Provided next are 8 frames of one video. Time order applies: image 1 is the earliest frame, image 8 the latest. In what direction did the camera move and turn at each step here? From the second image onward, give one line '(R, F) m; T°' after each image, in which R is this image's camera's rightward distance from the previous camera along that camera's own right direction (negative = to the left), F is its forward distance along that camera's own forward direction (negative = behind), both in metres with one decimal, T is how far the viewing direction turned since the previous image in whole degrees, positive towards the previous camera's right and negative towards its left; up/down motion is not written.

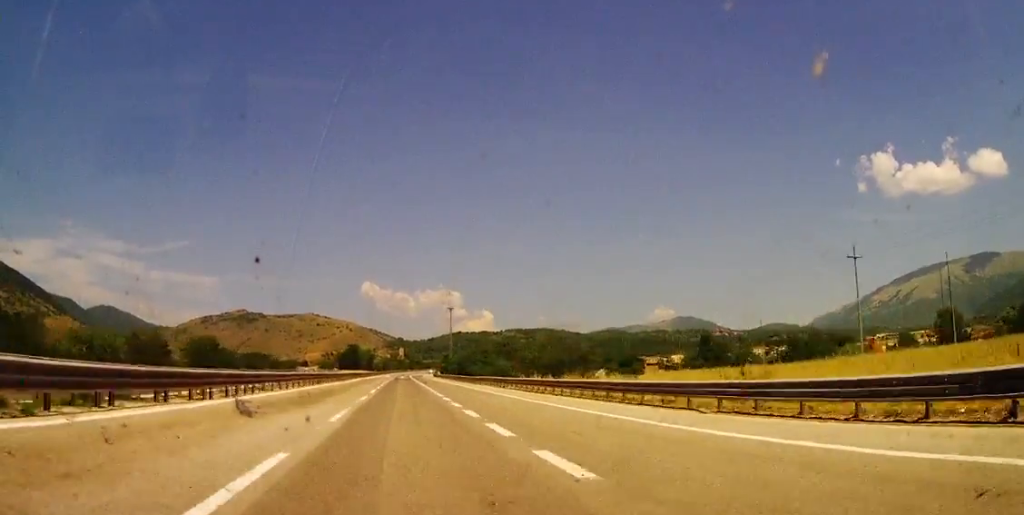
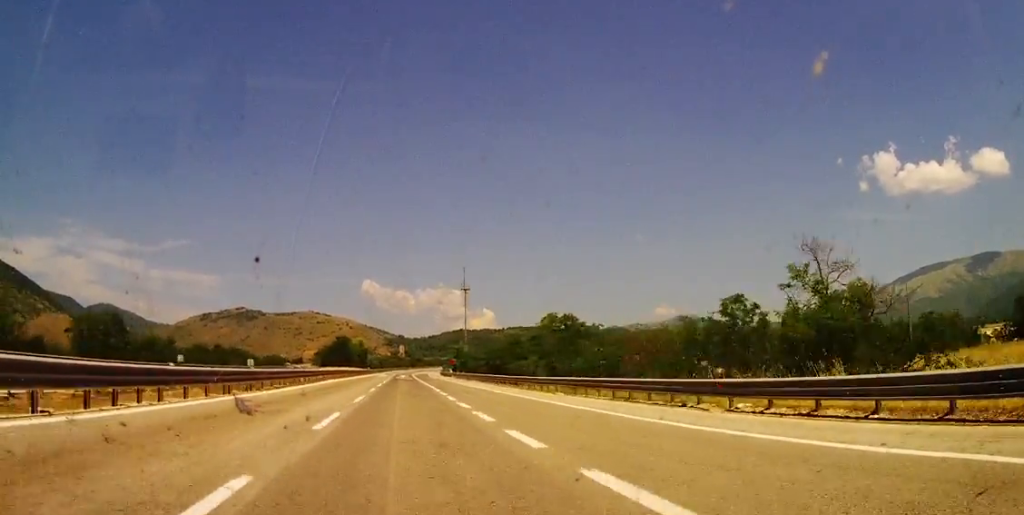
(0.0, +38.7) m; 0°
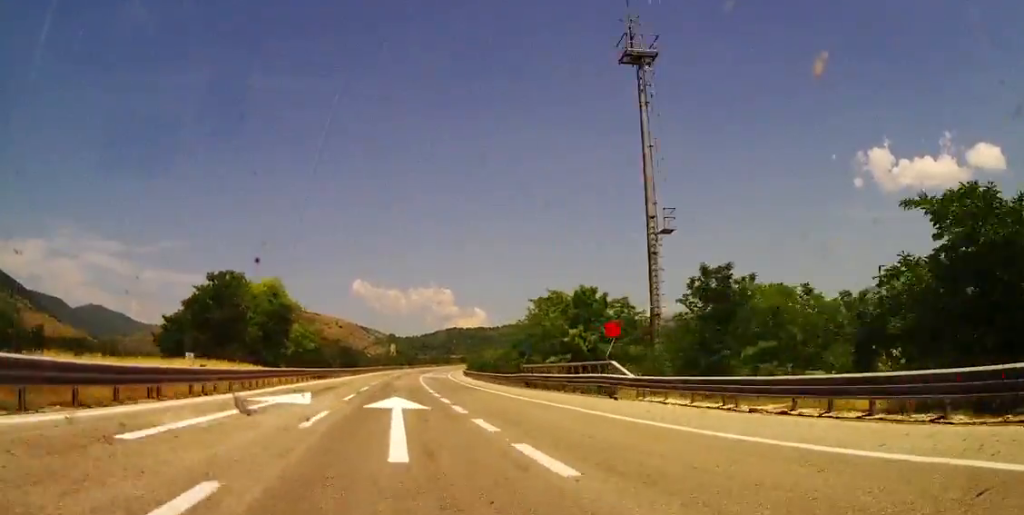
(+0.6, +105.6) m; 0°
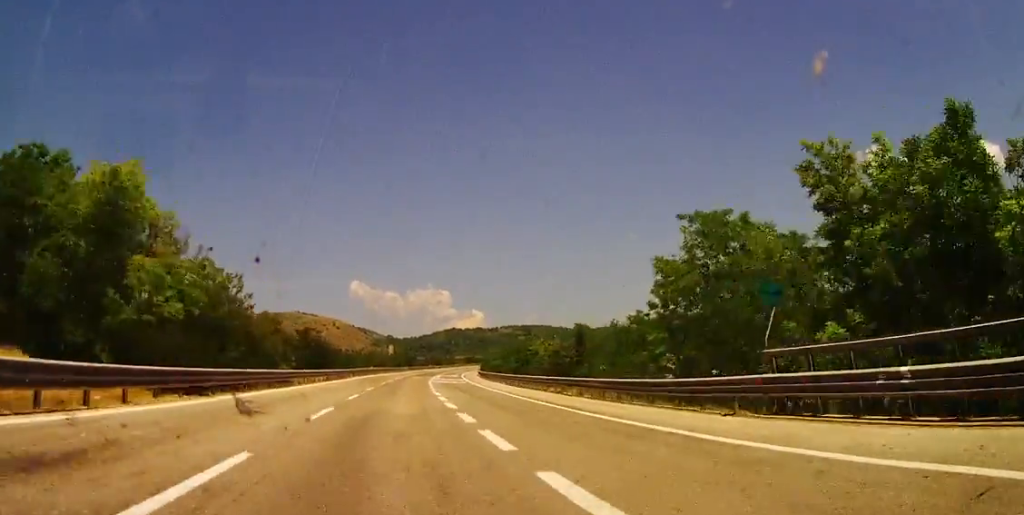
(-0.1, +32.8) m; 0°
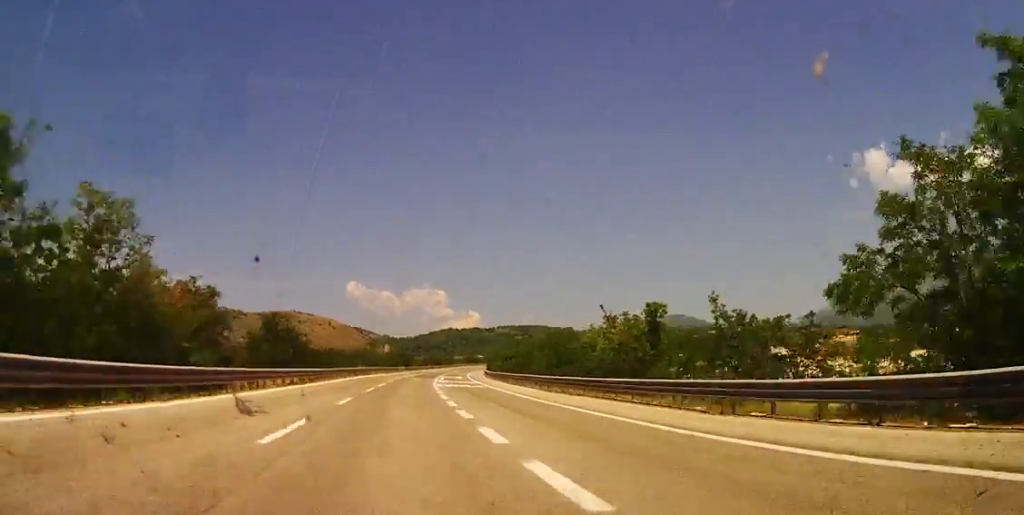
(-0.1, +17.0) m; 0°
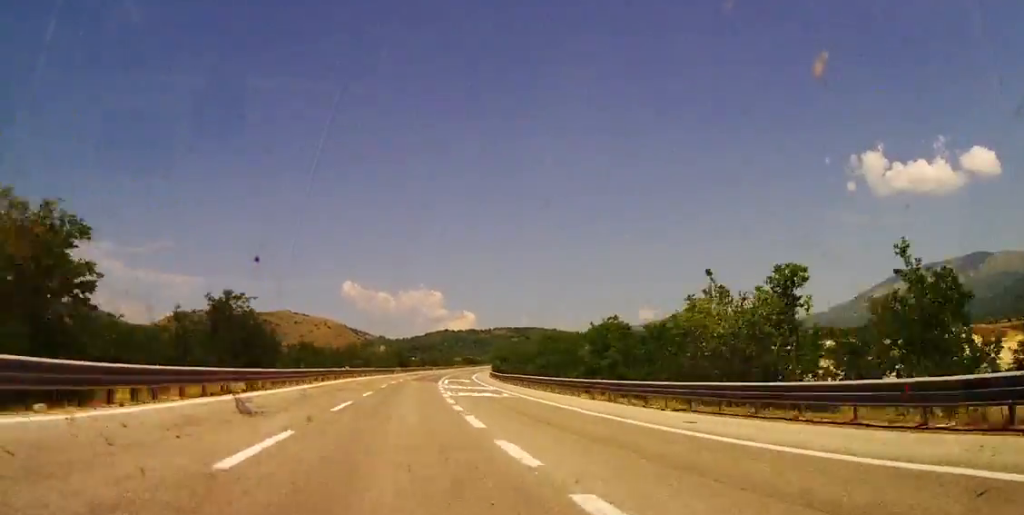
(+0.1, +14.6) m; 0°
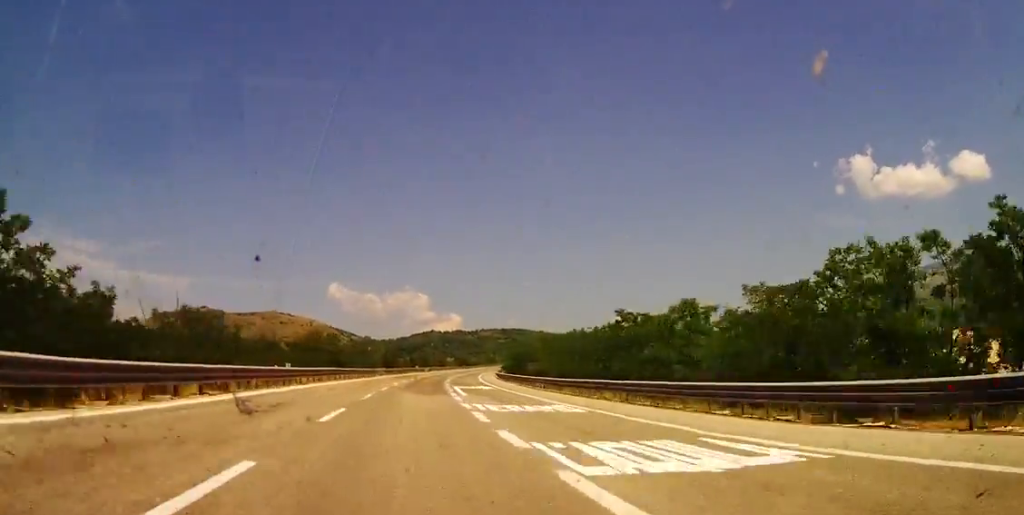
(+0.2, +28.0) m; +1°
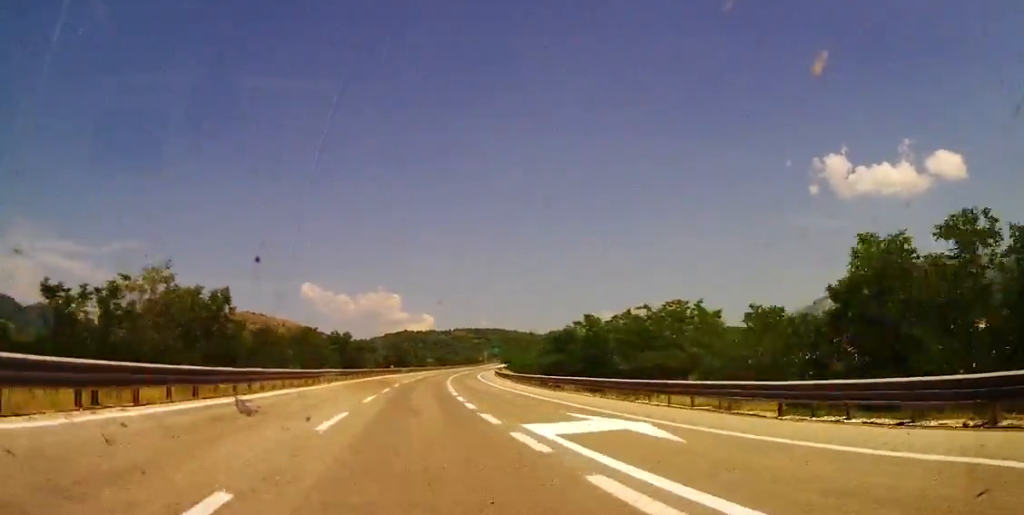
(+0.3, +36.7) m; +1°
